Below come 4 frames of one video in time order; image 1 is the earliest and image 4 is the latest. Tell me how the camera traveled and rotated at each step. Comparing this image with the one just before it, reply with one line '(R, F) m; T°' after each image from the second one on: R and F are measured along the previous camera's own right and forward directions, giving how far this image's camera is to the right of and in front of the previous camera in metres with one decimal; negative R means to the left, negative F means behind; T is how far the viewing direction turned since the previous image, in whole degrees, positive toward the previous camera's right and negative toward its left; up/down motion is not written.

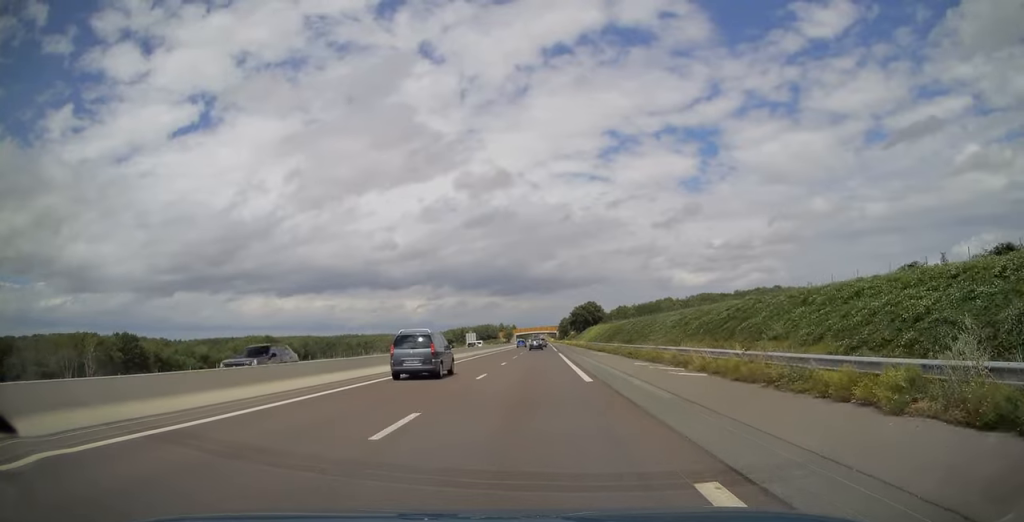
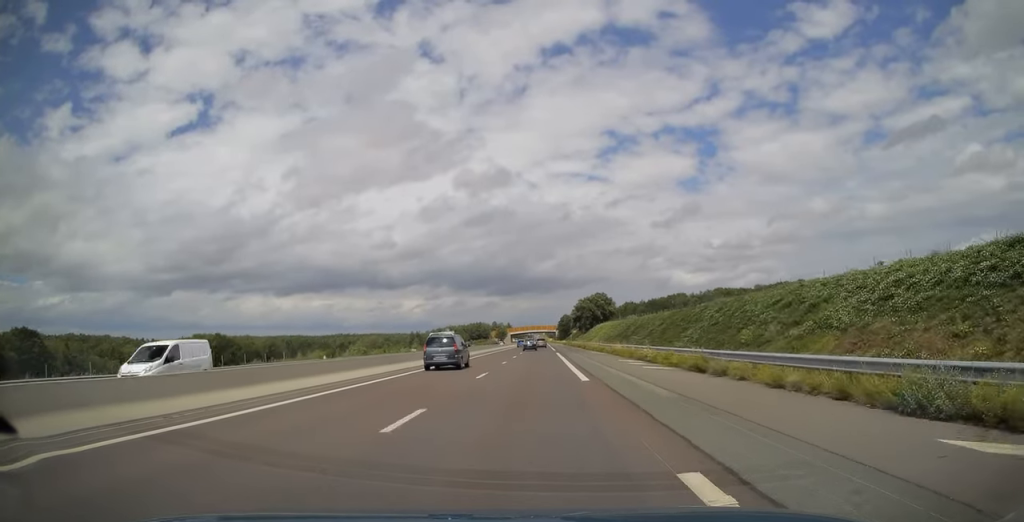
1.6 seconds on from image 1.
(+0.1, +51.4) m; 0°
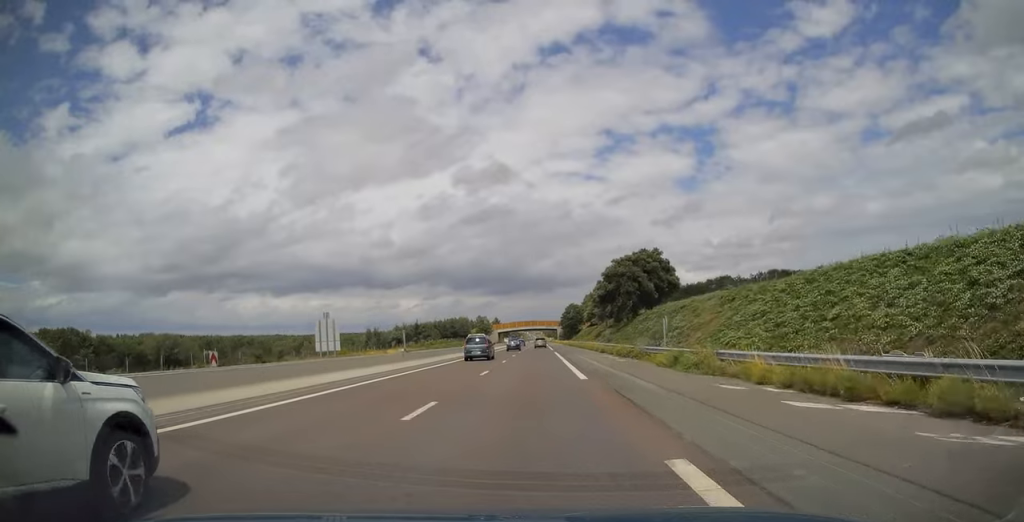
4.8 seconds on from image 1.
(+0.2, +103.9) m; 0°
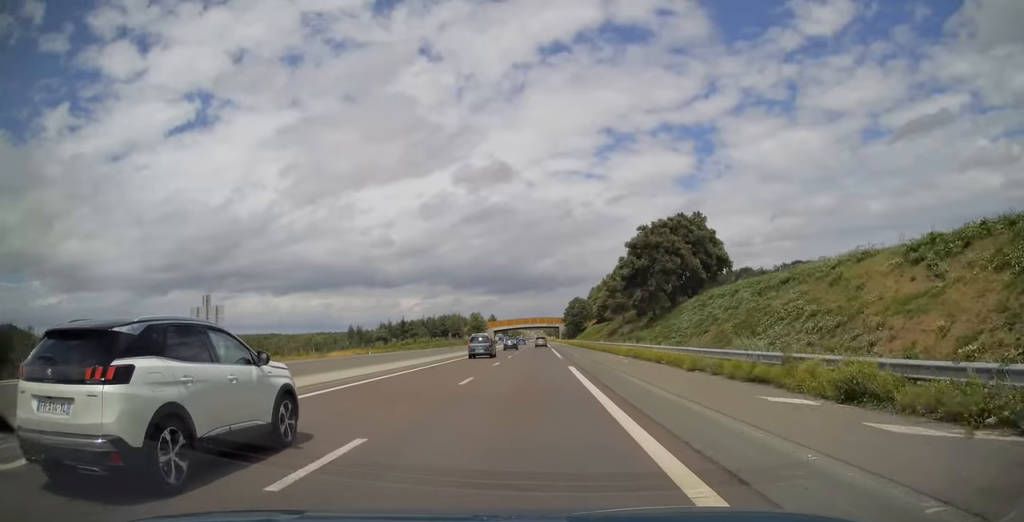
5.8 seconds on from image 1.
(0.0, +31.3) m; 0°
